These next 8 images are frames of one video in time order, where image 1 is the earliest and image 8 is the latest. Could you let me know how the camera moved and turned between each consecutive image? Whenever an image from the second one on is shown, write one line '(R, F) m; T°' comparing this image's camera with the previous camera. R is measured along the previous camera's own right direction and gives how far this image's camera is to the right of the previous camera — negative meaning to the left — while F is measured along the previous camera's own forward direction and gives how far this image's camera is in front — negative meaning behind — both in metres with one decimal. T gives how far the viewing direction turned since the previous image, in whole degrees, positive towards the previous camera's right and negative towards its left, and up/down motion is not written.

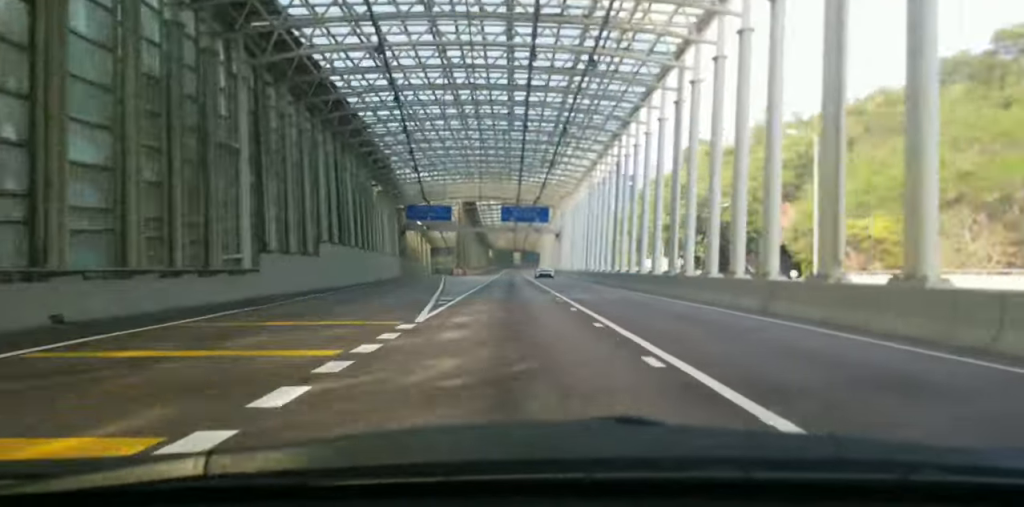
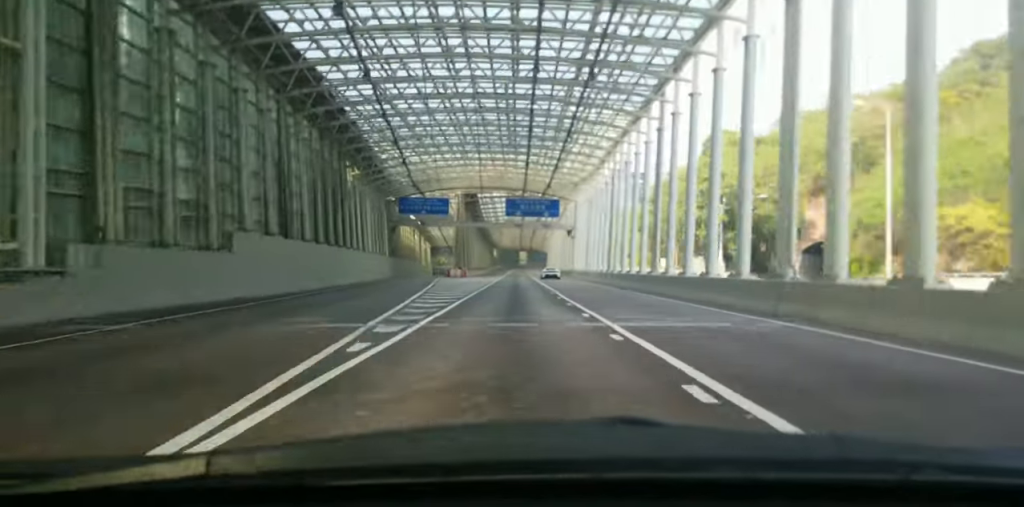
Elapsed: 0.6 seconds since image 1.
(0.0, +14.0) m; -1°
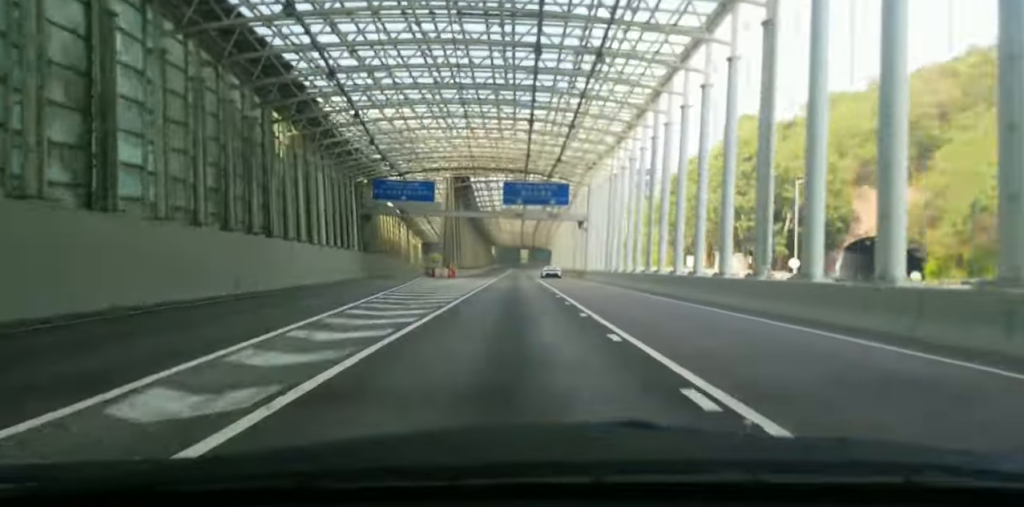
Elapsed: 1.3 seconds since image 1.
(-0.1, +17.8) m; -2°
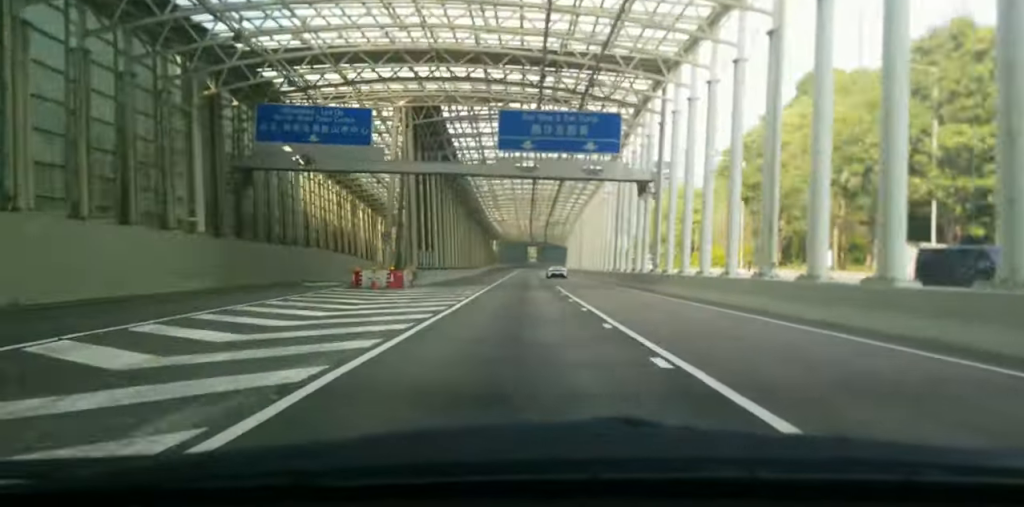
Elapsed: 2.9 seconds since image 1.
(-1.3, +40.1) m; -2°
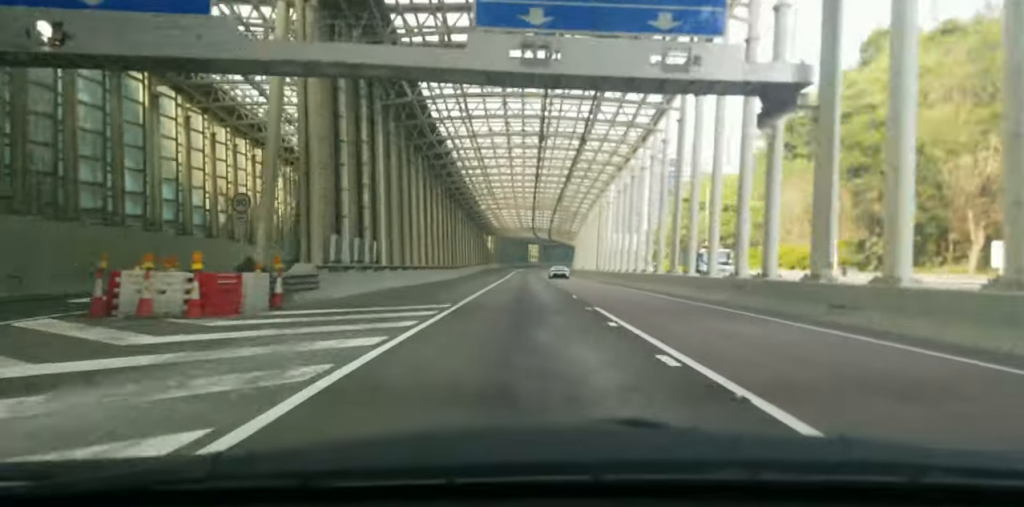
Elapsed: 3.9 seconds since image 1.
(+0.3, +24.1) m; +2°
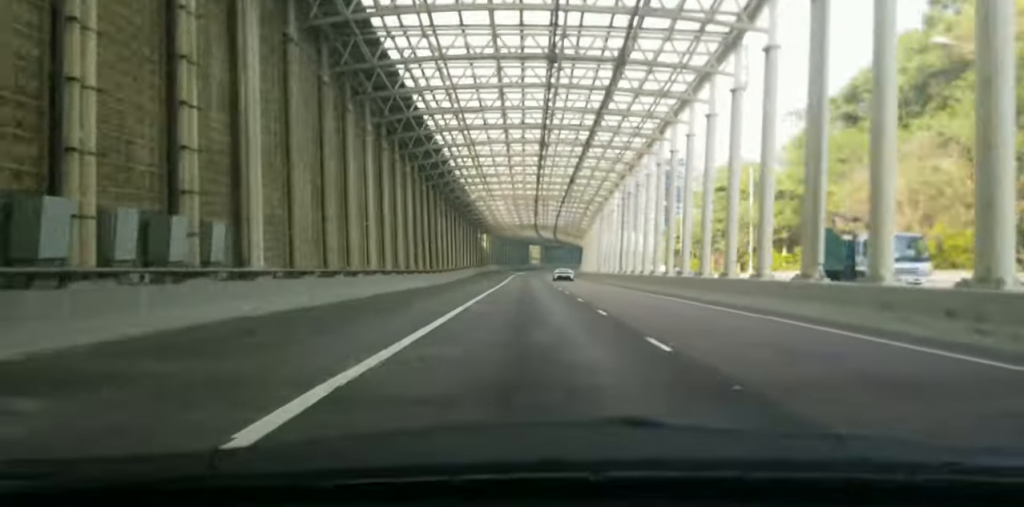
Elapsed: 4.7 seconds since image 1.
(+0.3, +18.2) m; 0°
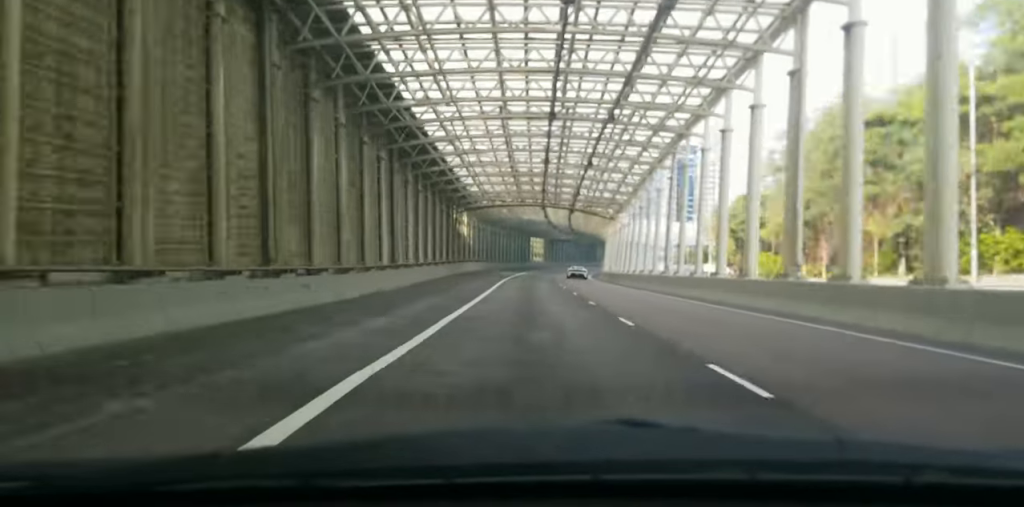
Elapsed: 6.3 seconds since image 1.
(0.0, +38.2) m; +1°
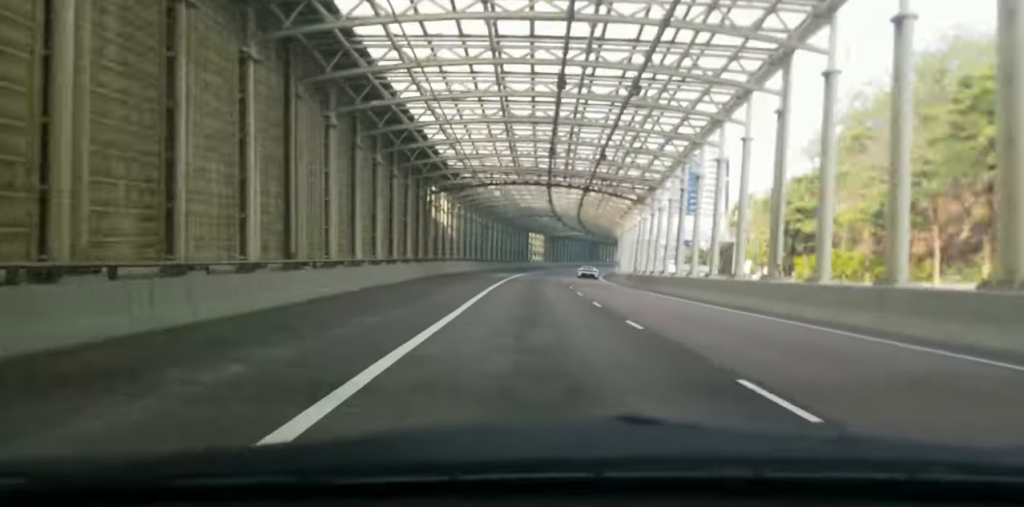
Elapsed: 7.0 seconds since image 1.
(+0.5, +18.1) m; -1°
